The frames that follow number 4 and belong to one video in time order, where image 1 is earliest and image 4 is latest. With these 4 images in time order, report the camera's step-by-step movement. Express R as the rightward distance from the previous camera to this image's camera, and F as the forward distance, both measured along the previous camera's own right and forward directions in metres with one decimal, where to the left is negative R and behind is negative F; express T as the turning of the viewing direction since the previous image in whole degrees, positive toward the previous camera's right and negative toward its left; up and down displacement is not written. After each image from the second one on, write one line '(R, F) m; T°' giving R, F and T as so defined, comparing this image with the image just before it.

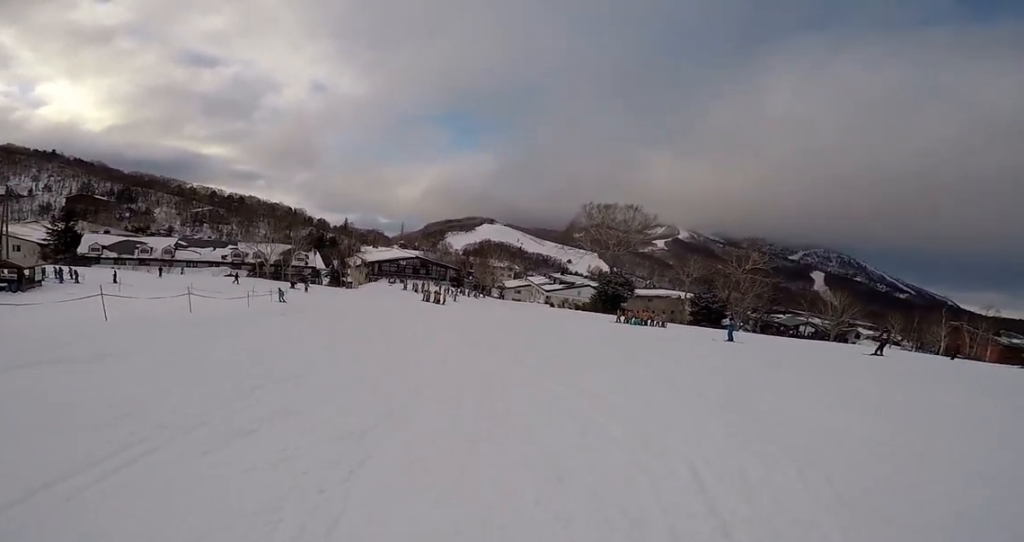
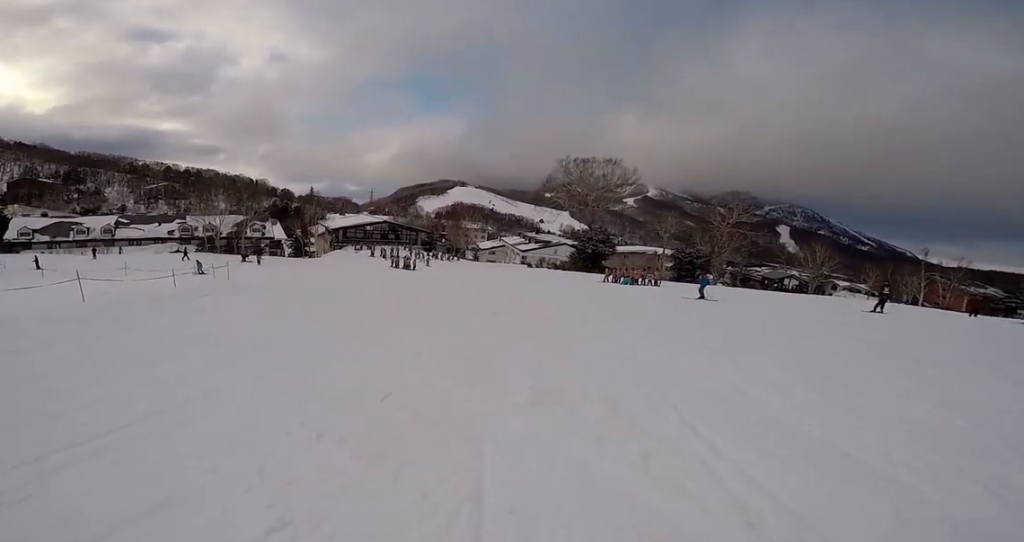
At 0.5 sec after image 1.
(-0.2, +4.3) m; -4°
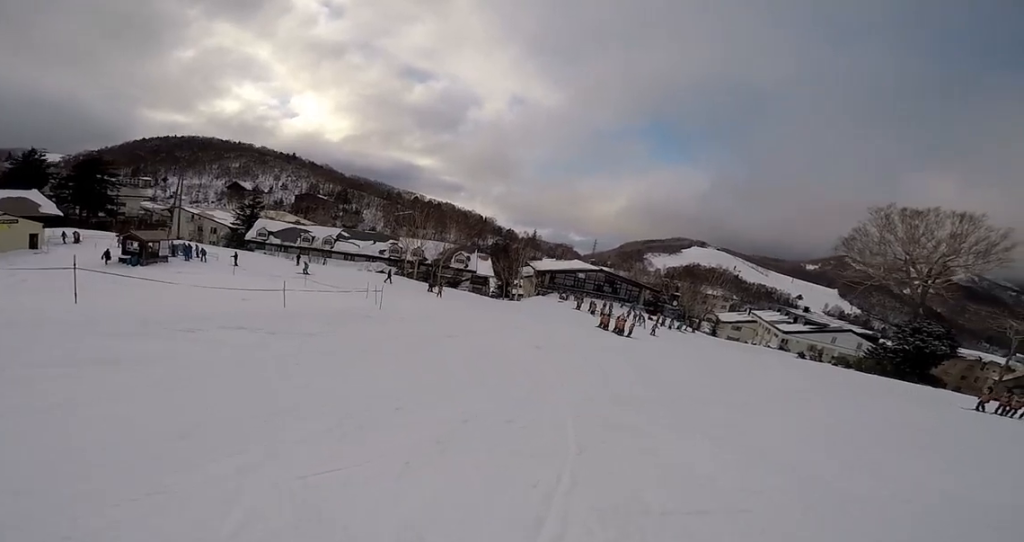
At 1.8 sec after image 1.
(-1.2, +11.4) m; -19°
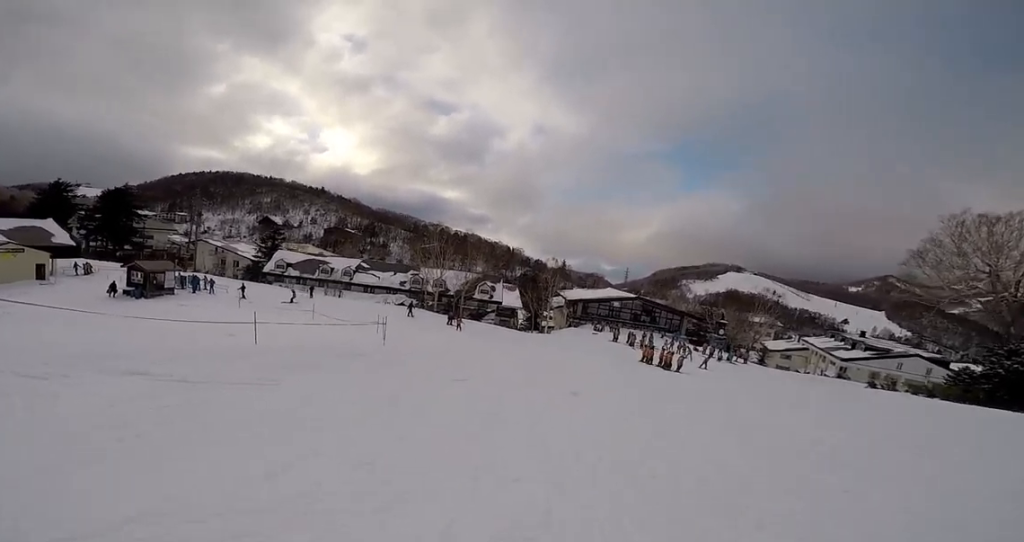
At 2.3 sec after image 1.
(-0.8, +4.0) m; -7°
